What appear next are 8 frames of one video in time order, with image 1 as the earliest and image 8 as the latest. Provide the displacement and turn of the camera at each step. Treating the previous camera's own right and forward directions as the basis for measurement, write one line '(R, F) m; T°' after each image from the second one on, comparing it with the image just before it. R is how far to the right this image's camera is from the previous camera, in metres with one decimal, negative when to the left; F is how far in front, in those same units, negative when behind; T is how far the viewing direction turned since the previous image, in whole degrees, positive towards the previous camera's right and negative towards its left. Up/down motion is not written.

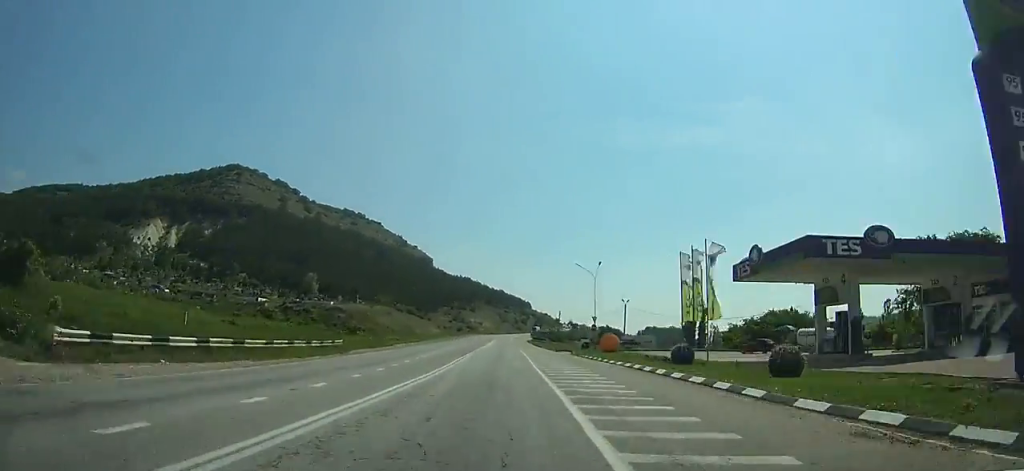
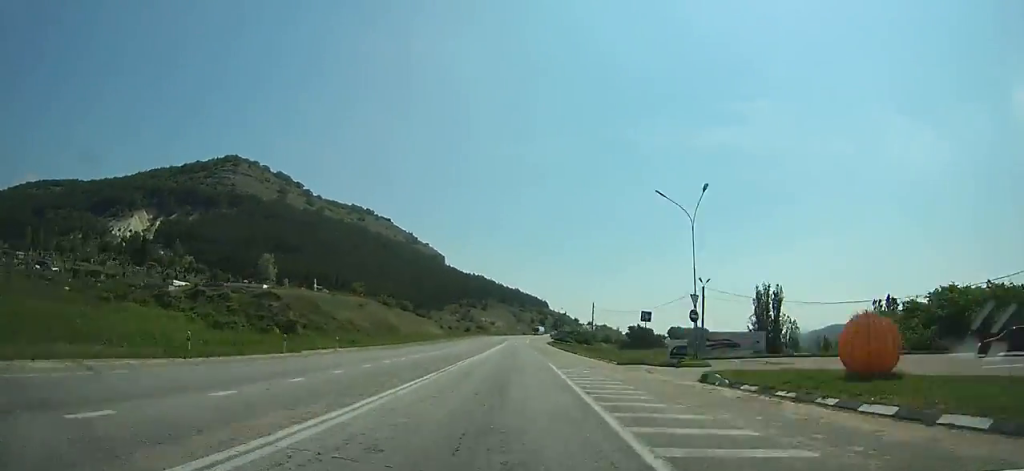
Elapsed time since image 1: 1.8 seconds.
(-1.0, +31.9) m; -2°
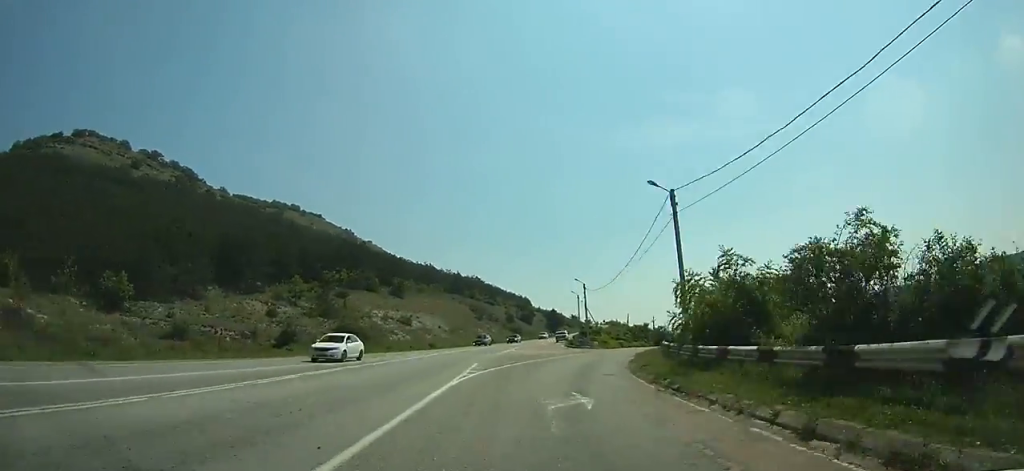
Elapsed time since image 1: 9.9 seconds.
(+0.1, +139.1) m; +1°
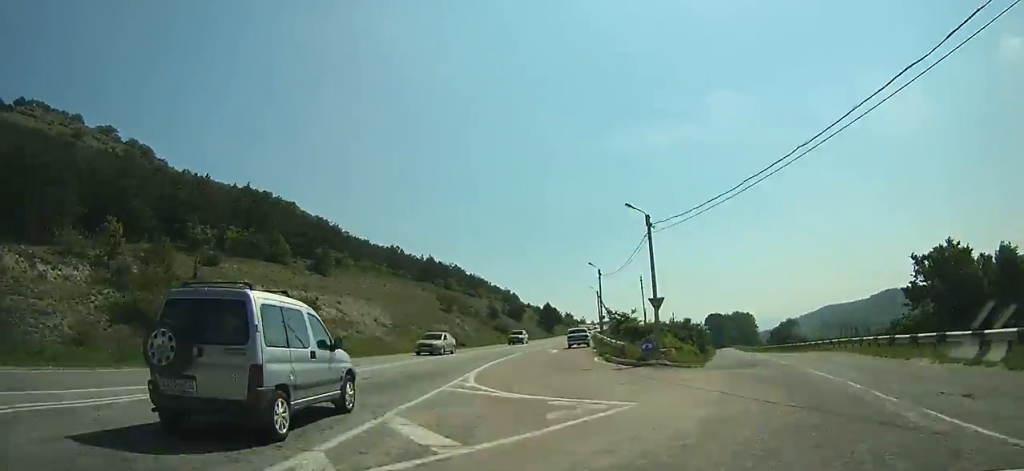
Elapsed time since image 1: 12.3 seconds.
(+0.4, +39.0) m; +2°
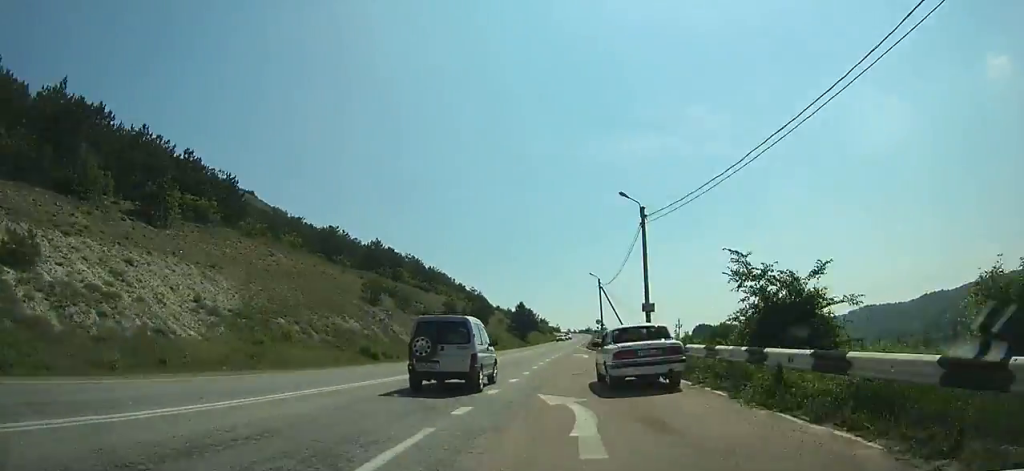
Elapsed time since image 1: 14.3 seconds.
(+0.3, +31.9) m; +3°
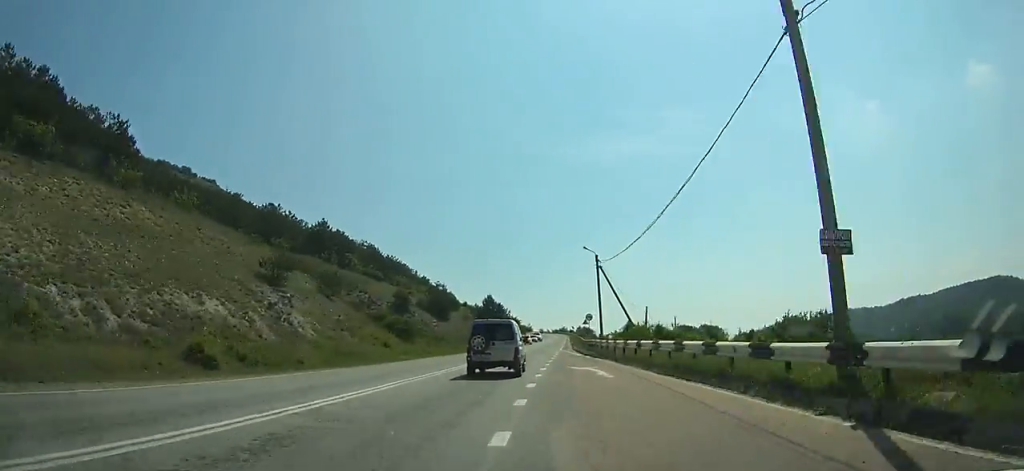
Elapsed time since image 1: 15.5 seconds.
(+0.5, +18.8) m; +2°
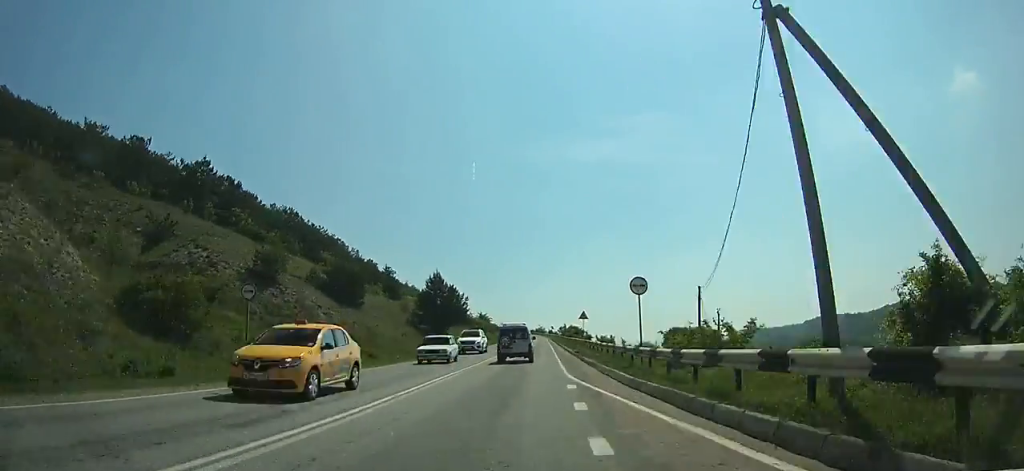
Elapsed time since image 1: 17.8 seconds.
(+1.2, +35.9) m; +3°
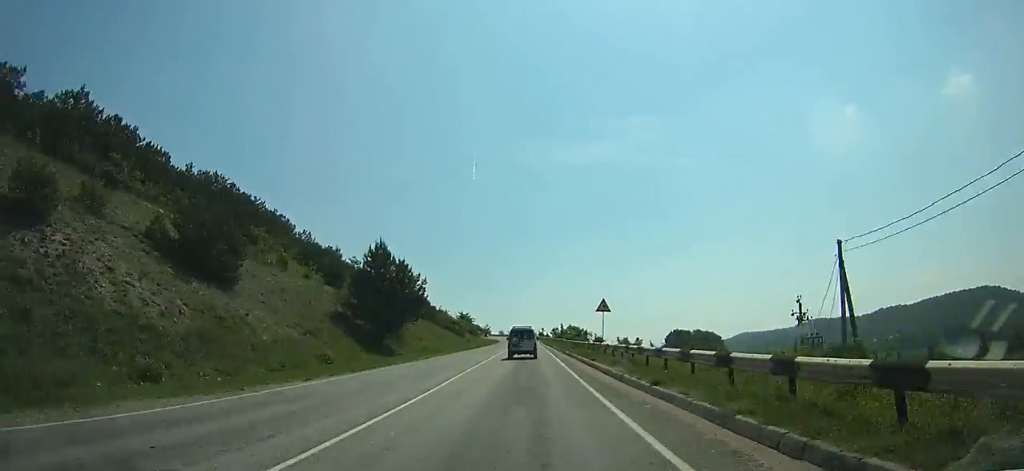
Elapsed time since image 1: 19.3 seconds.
(+0.4, +23.3) m; +2°
